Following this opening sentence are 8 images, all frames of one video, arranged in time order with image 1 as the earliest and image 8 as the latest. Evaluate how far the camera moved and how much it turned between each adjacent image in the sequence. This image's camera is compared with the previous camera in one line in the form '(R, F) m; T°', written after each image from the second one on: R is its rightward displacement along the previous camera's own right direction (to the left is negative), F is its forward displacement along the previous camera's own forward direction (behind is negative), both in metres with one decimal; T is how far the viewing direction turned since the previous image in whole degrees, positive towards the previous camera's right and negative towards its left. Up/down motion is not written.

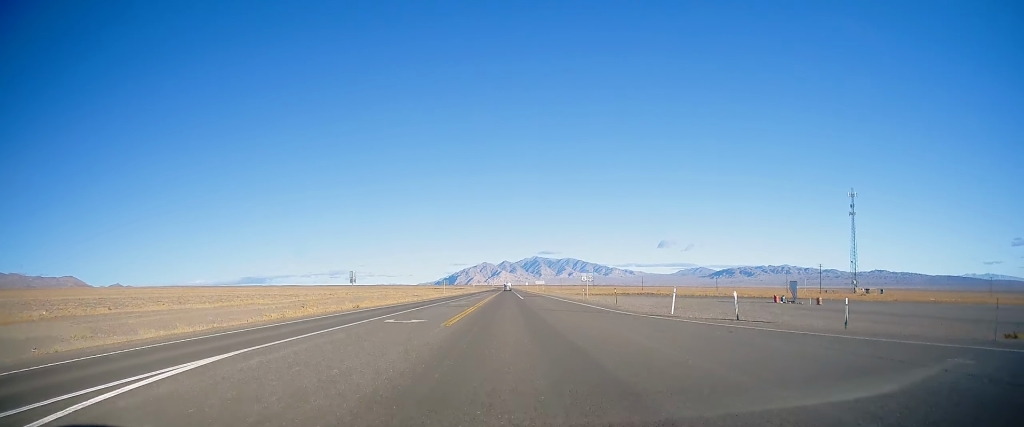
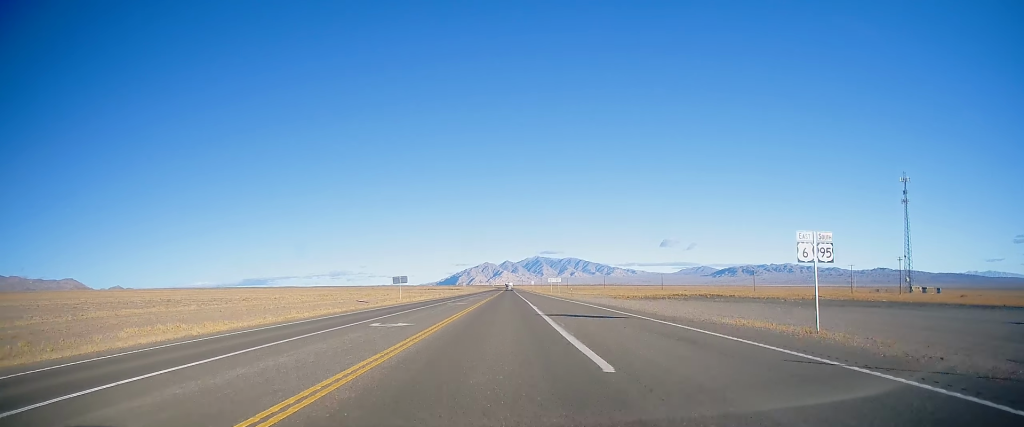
(-0.1, +53.3) m; -1°
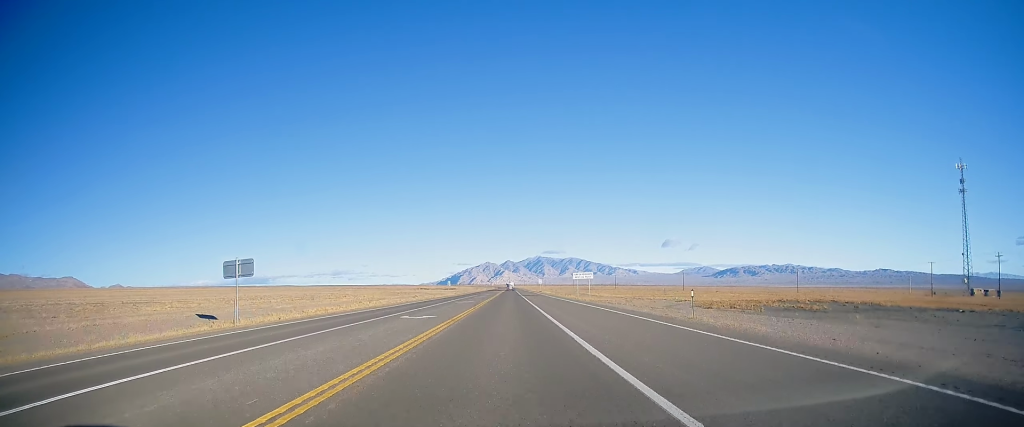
(-0.4, +46.6) m; 0°
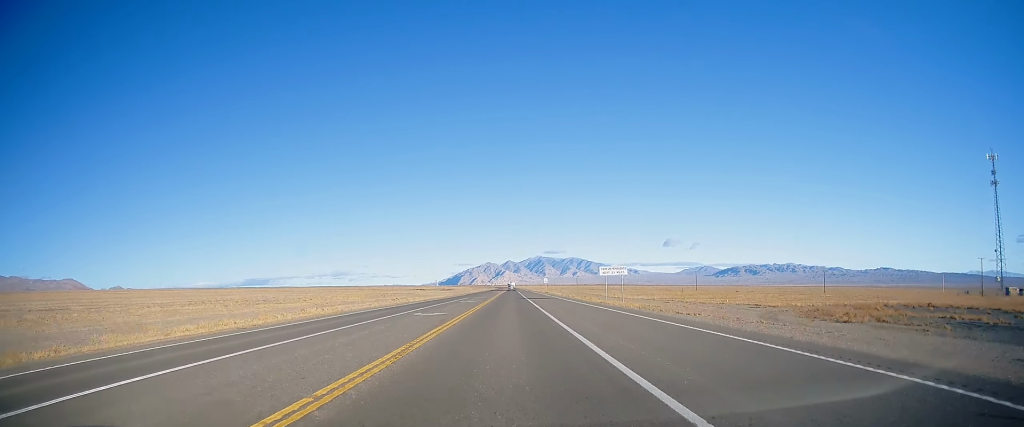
(+0.3, +22.8) m; +1°
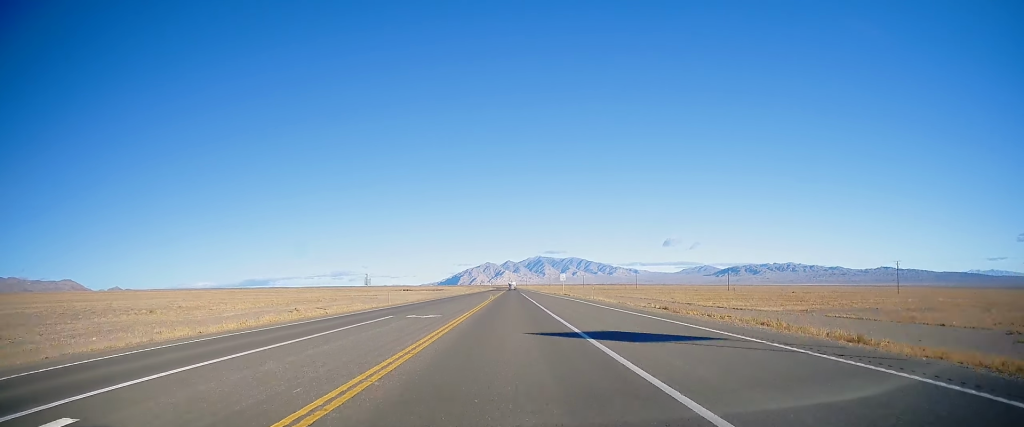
(+0.1, +50.5) m; 0°
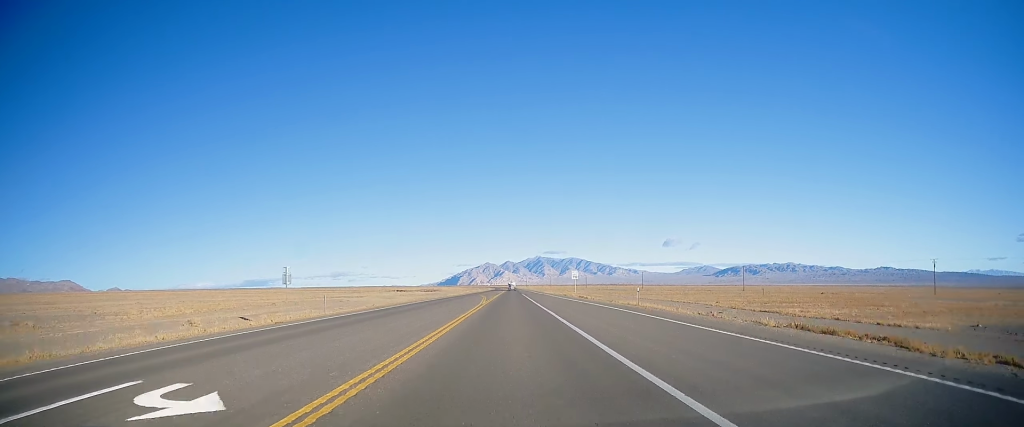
(0.0, +19.9) m; 0°
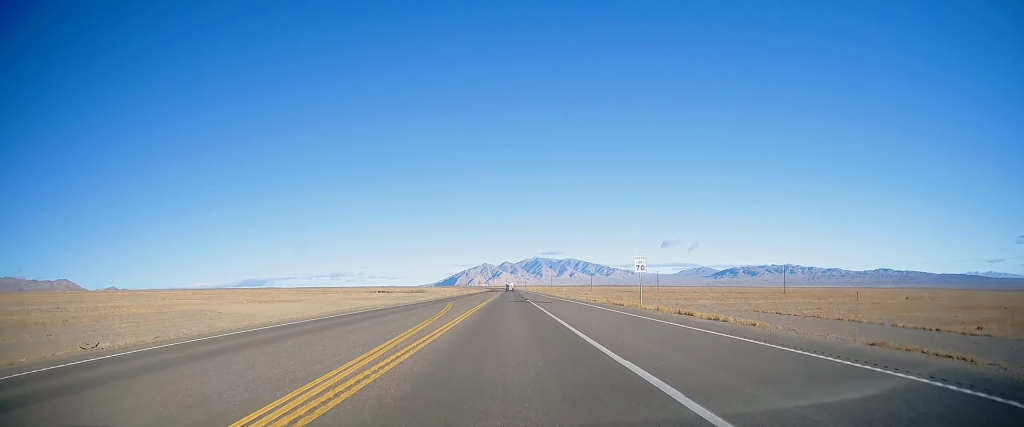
(-0.3, +43.6) m; -1°
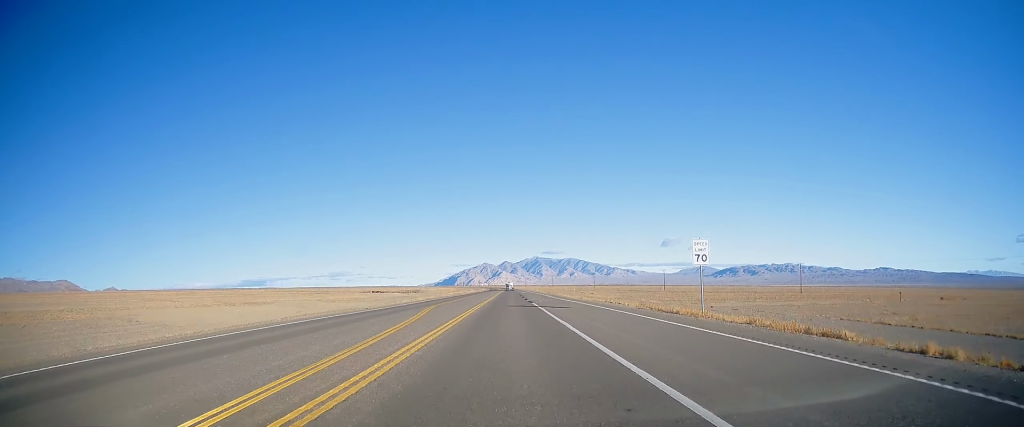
(-0.2, +13.5) m; 0°
